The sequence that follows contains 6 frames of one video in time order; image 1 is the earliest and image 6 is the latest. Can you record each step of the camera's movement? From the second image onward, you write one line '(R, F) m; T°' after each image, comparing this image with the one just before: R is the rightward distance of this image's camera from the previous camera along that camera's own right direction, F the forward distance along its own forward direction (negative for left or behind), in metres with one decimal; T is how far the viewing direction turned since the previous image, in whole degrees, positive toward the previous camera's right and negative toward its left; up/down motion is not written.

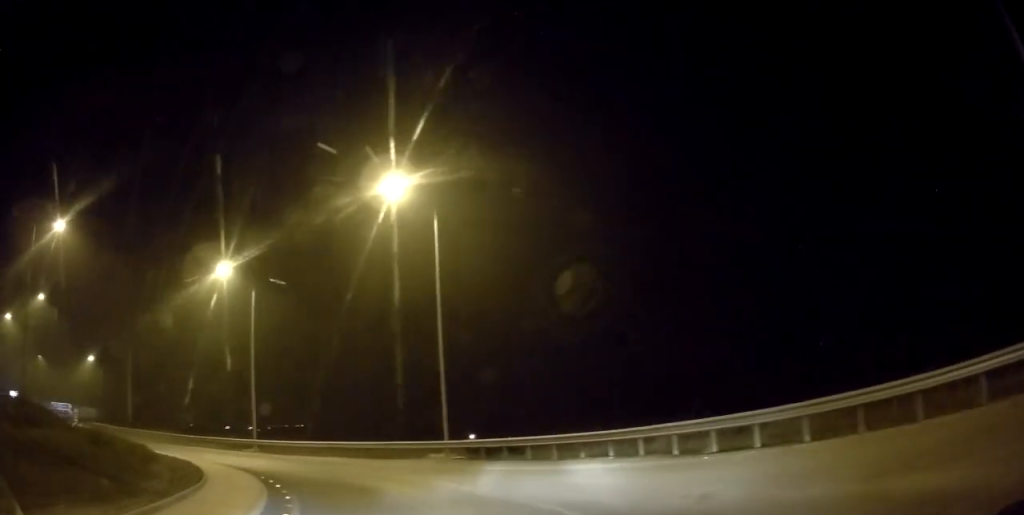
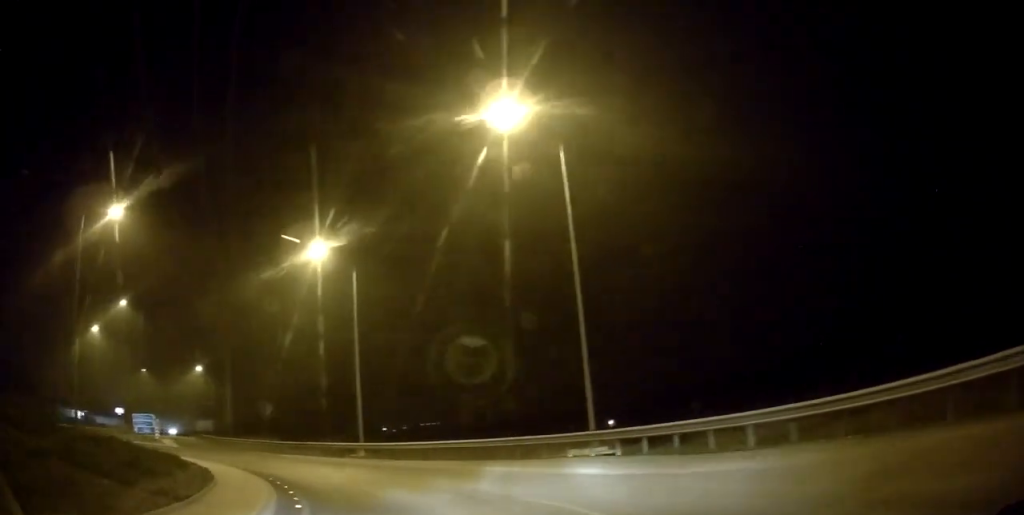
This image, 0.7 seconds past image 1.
(-0.9, +6.3) m; -13°
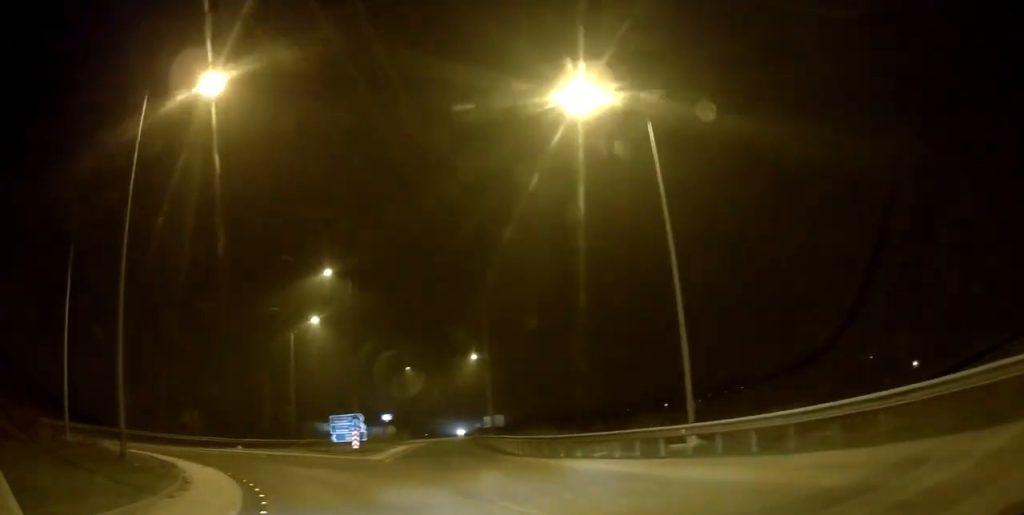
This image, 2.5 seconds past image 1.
(-4.5, +16.1) m; -25°
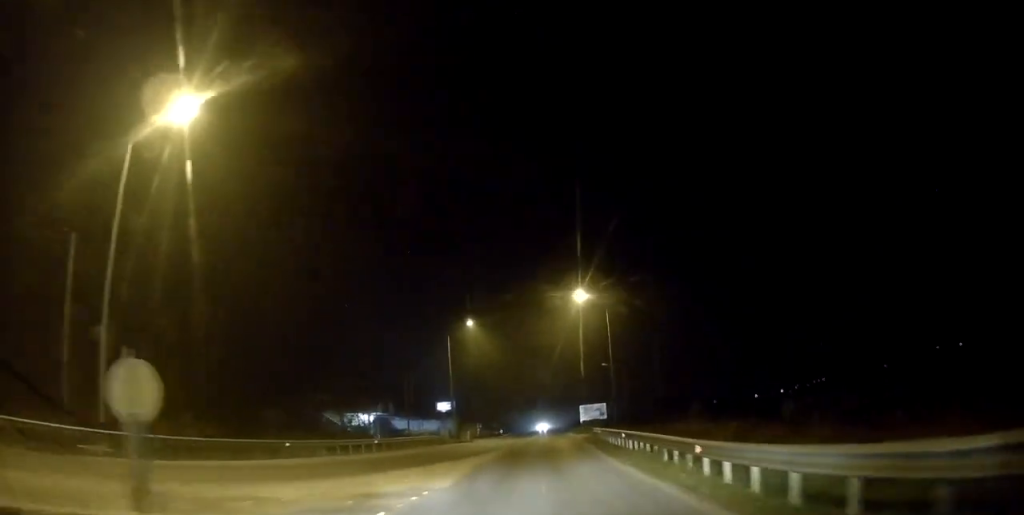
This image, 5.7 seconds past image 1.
(-2.3, +40.7) m; -3°
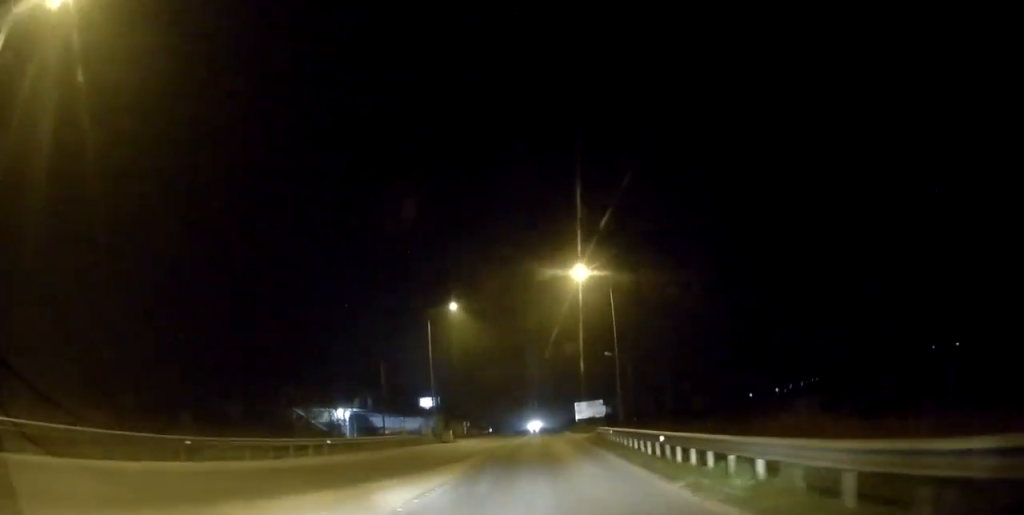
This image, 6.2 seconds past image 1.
(0.0, +7.7) m; 0°
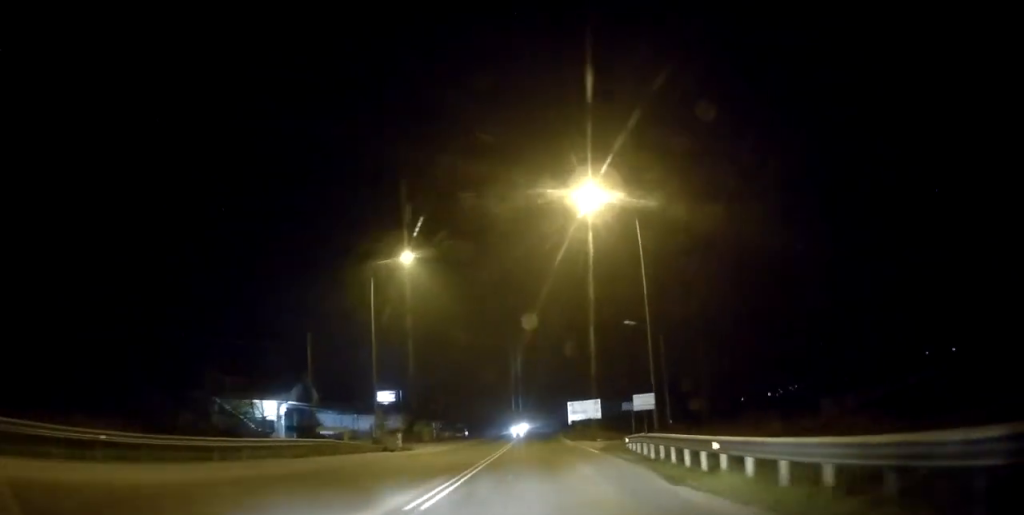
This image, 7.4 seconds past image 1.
(+0.1, +16.8) m; +1°
